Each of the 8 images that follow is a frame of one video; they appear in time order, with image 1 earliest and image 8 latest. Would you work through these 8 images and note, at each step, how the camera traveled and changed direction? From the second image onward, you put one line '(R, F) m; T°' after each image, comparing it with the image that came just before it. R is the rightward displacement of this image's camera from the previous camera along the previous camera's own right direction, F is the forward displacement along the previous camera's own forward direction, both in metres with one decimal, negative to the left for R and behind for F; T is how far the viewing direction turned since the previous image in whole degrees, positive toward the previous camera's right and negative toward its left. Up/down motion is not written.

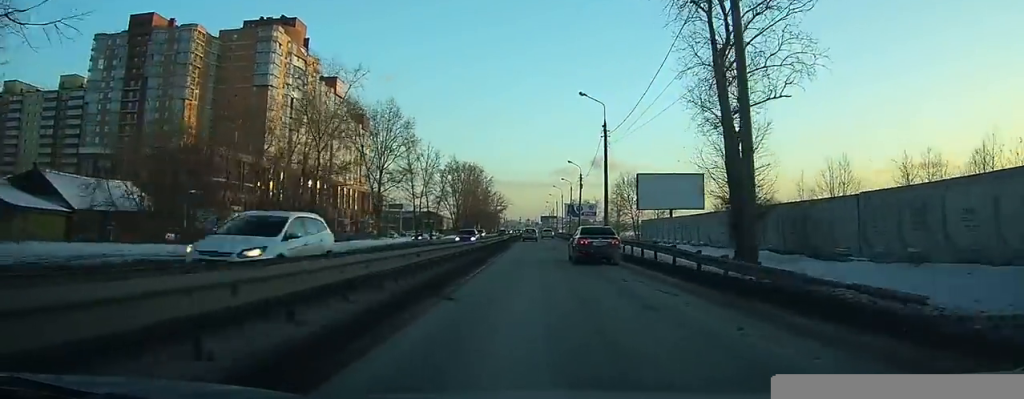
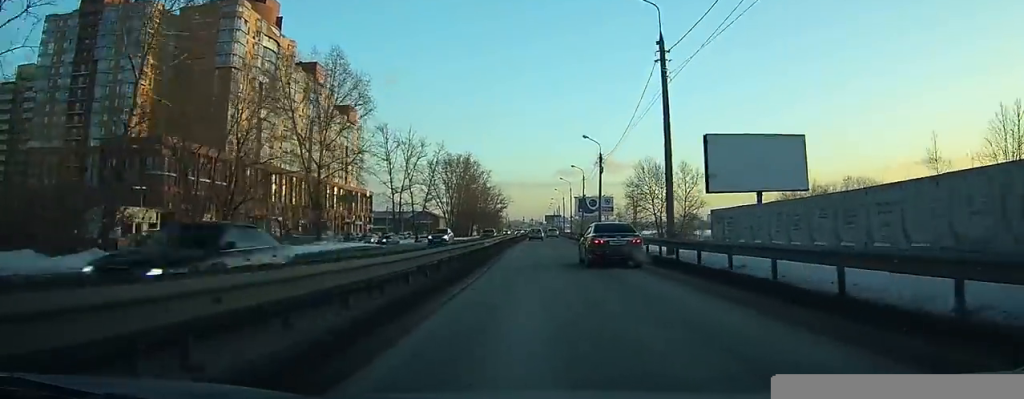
(-0.1, +20.3) m; 0°
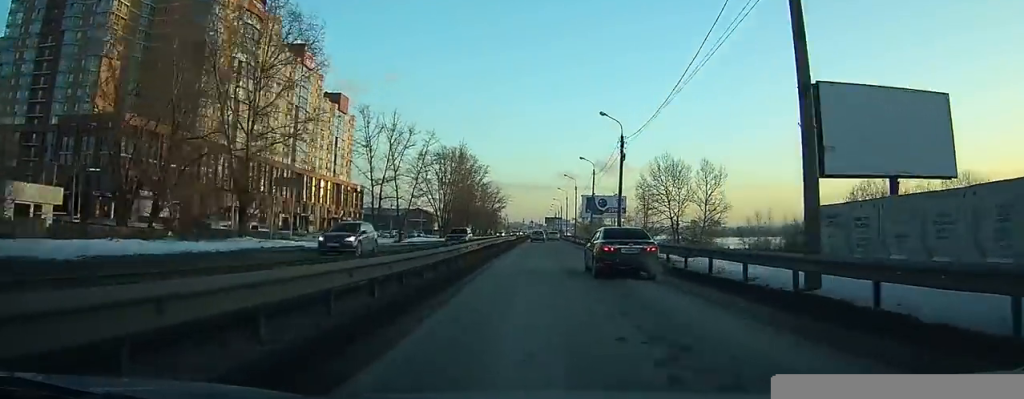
(0.0, +12.9) m; 0°
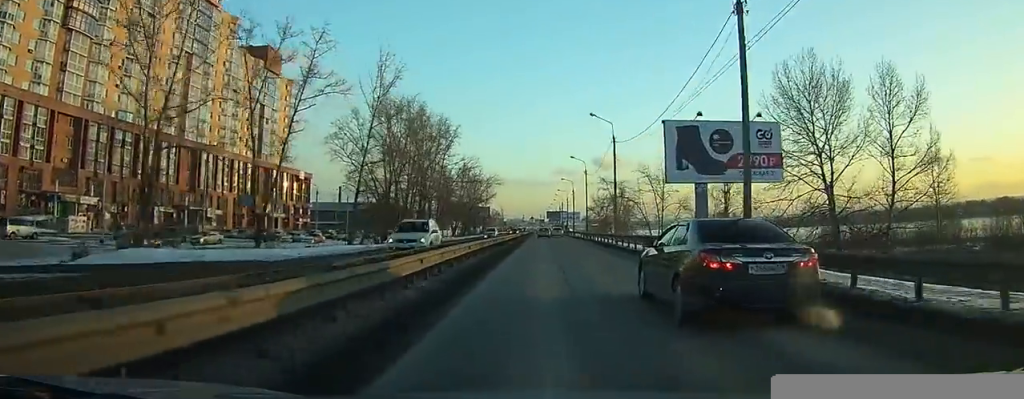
(0.0, +51.8) m; 0°
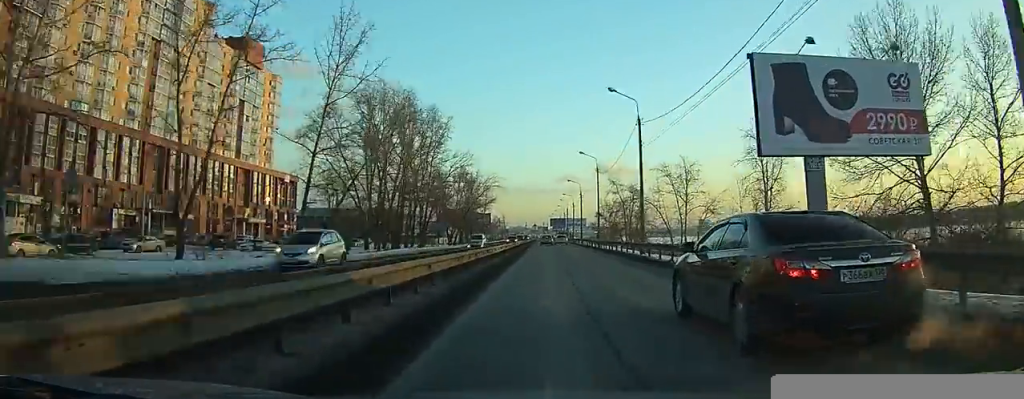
(0.0, +11.7) m; 0°
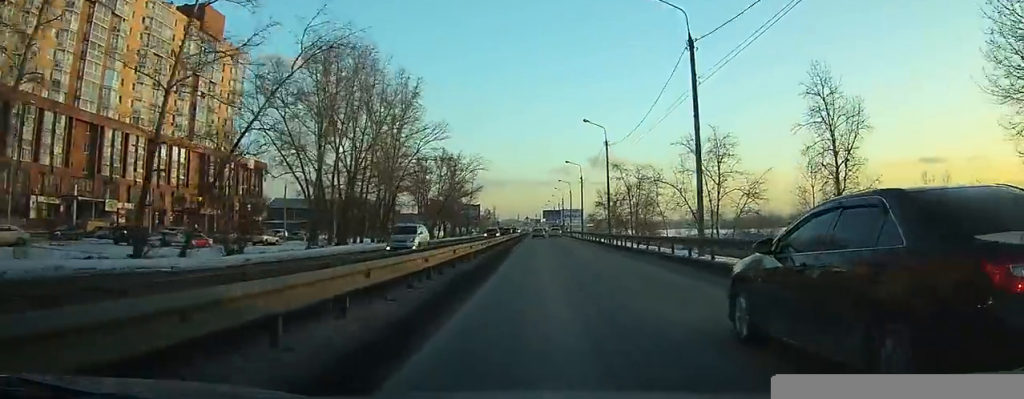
(-0.1, +15.9) m; 0°
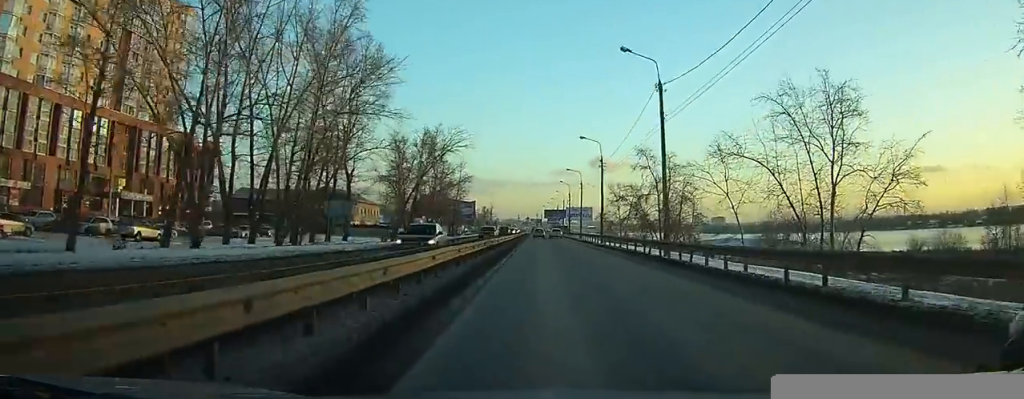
(+0.1, +23.1) m; +1°
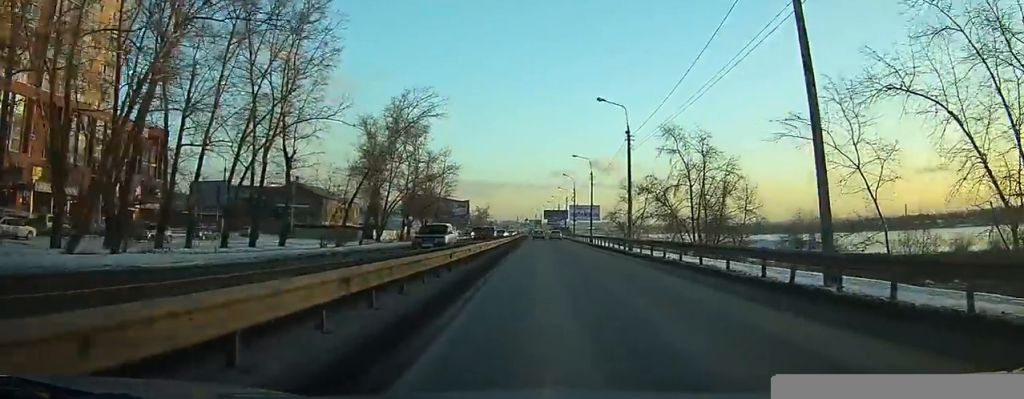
(+0.1, +17.6) m; 0°
